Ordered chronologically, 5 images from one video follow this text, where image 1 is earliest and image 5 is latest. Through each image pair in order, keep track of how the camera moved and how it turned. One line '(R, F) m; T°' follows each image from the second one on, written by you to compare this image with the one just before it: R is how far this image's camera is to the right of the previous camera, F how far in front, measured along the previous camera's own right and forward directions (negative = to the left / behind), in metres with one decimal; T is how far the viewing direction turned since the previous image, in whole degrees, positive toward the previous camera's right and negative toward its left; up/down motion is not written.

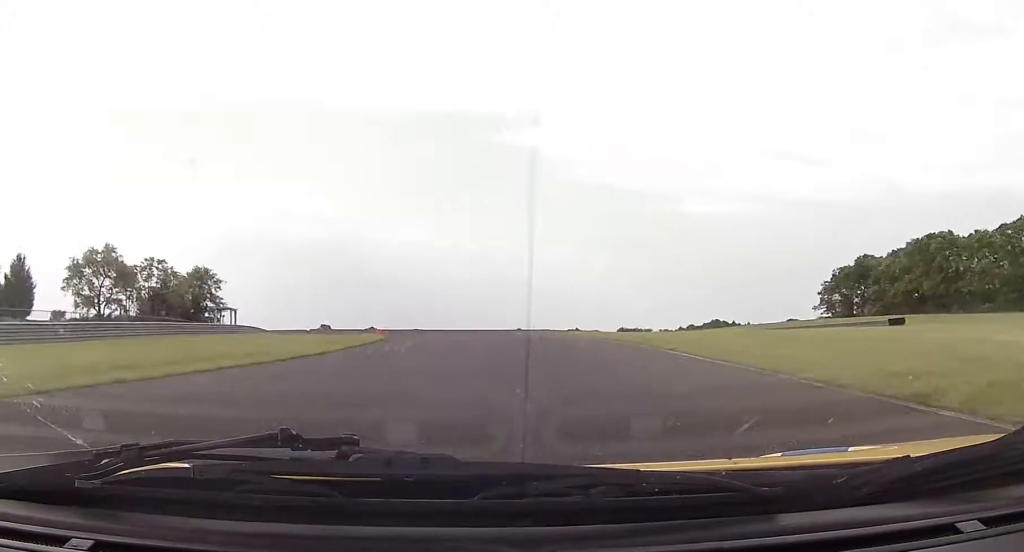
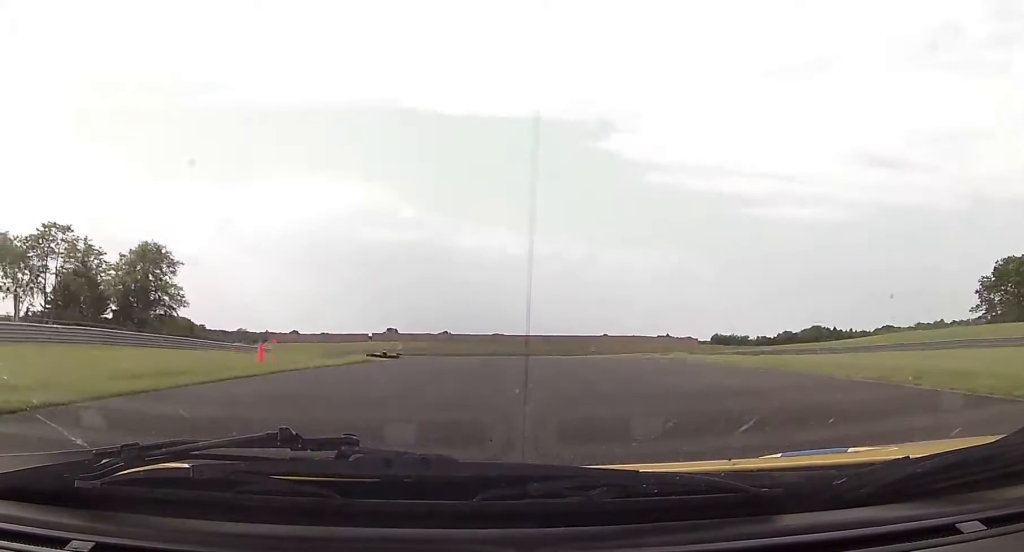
(-2.8, +43.2) m; -8°
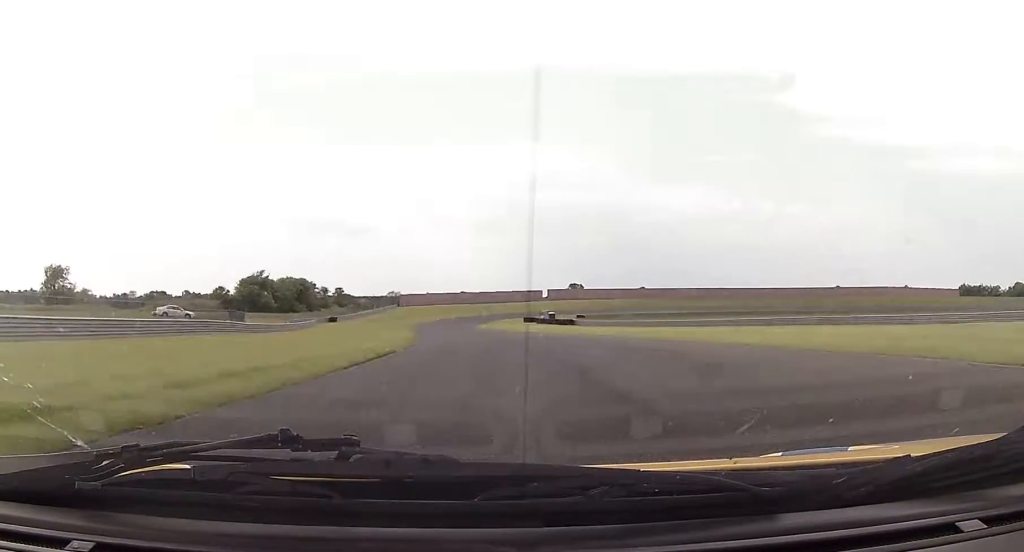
(-11.7, +89.8) m; -15°
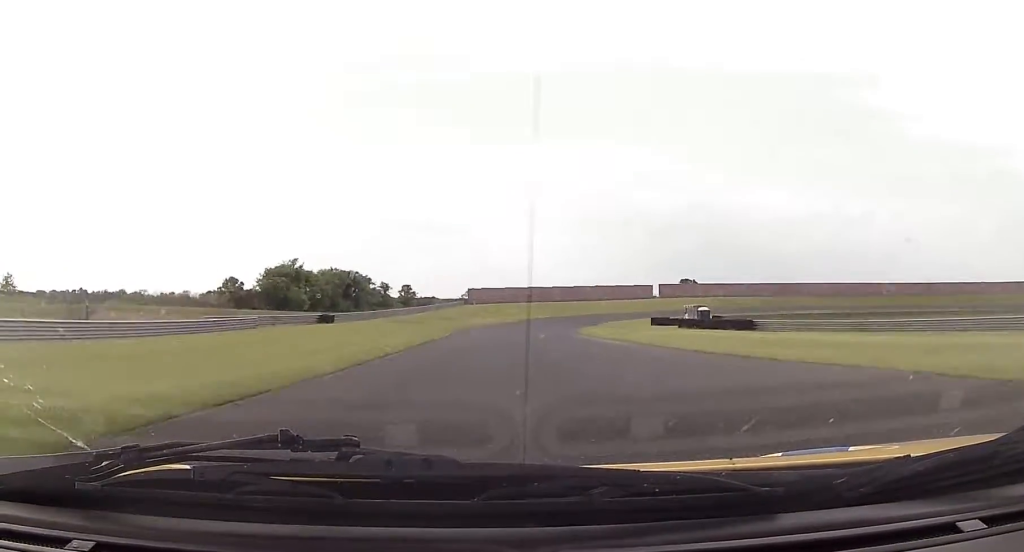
(-3.8, +56.9) m; -5°
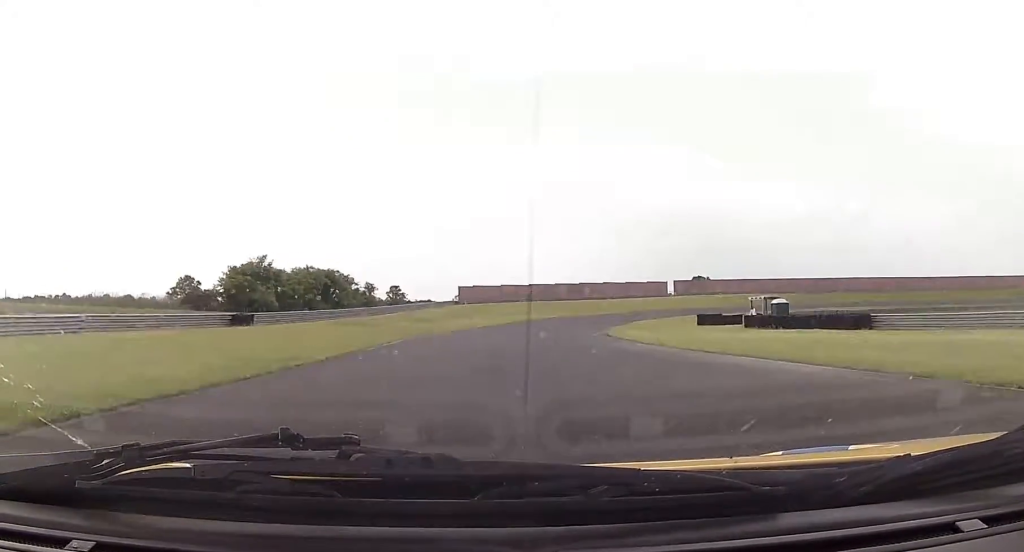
(-0.4, +23.8) m; 0°
